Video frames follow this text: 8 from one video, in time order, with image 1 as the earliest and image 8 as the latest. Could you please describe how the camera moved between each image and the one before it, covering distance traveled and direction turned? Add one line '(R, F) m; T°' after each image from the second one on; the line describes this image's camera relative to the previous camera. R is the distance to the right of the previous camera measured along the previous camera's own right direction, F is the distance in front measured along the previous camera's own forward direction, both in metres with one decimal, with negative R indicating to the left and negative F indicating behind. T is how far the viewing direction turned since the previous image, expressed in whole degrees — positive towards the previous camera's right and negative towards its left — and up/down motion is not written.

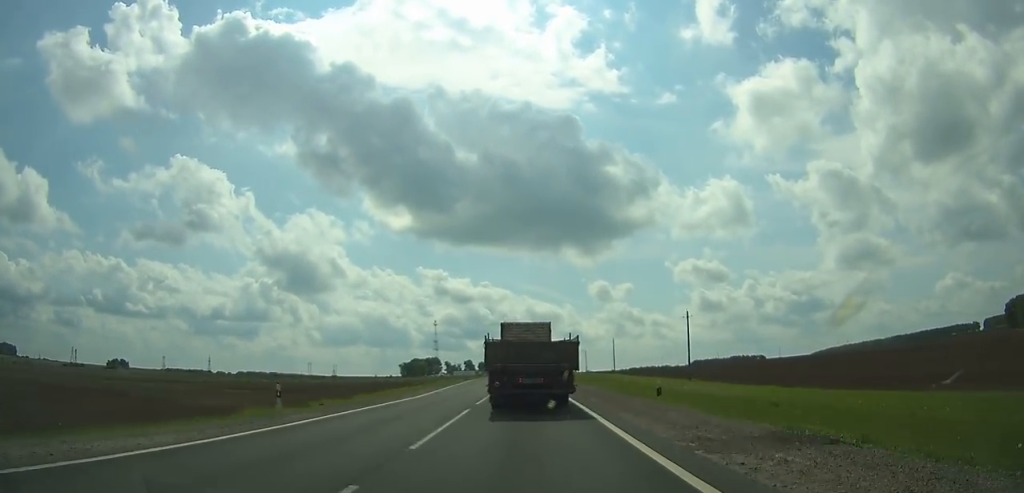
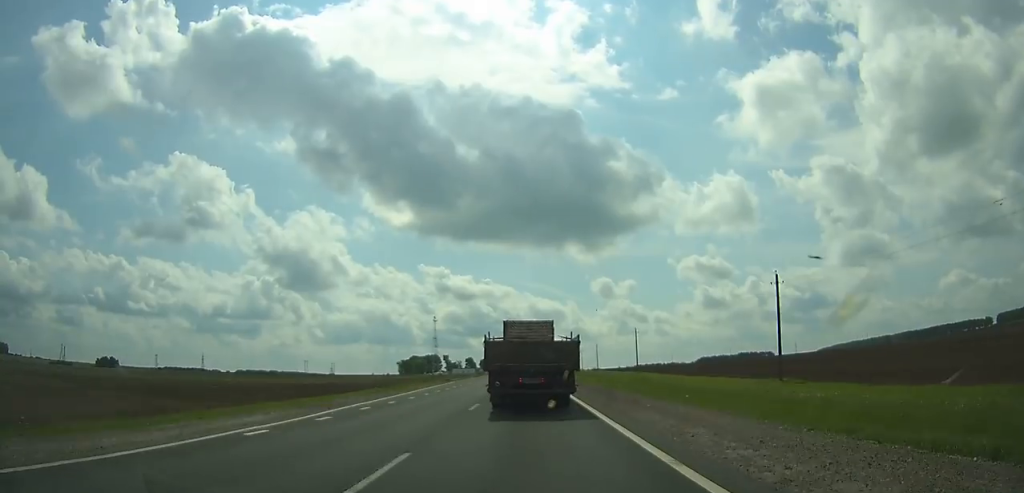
(0.0, +26.7) m; 0°
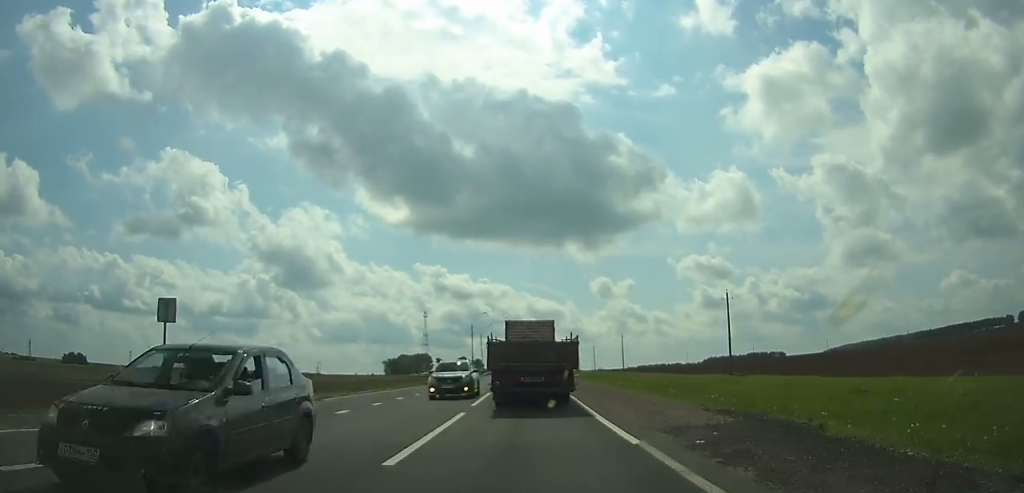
(+0.1, +58.0) m; 0°
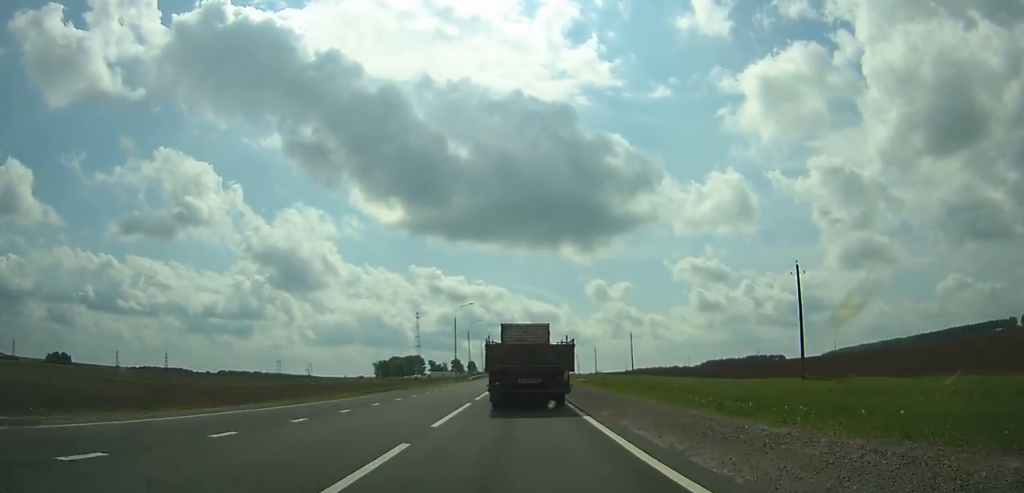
(+0.1, +18.8) m; 0°
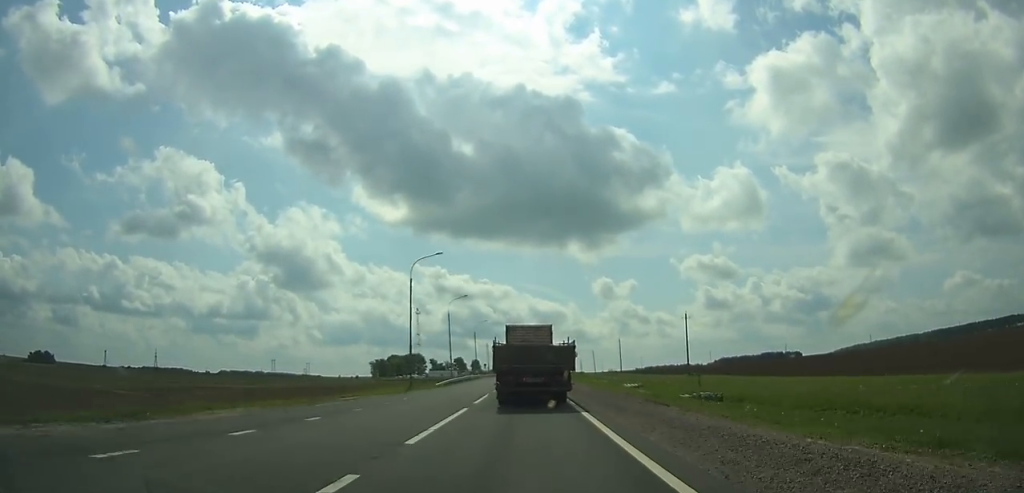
(-0.3, +39.3) m; 0°
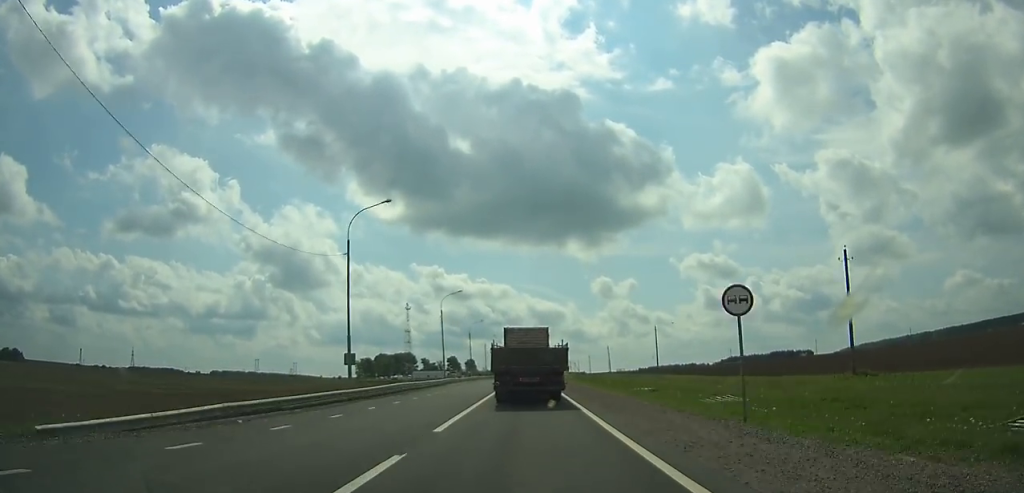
(0.0, +45.5) m; 0°
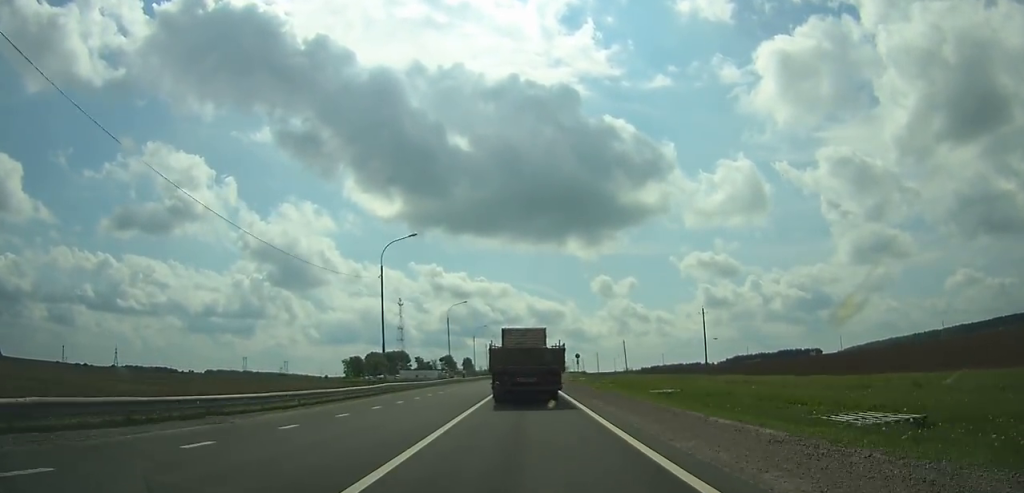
(0.0, +29.7) m; 0°
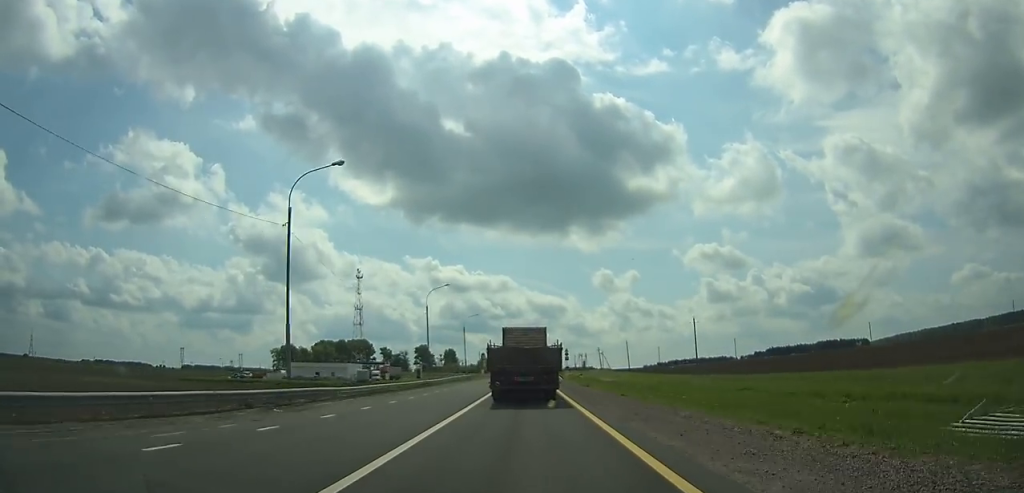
(+0.8, +125.6) m; +1°
